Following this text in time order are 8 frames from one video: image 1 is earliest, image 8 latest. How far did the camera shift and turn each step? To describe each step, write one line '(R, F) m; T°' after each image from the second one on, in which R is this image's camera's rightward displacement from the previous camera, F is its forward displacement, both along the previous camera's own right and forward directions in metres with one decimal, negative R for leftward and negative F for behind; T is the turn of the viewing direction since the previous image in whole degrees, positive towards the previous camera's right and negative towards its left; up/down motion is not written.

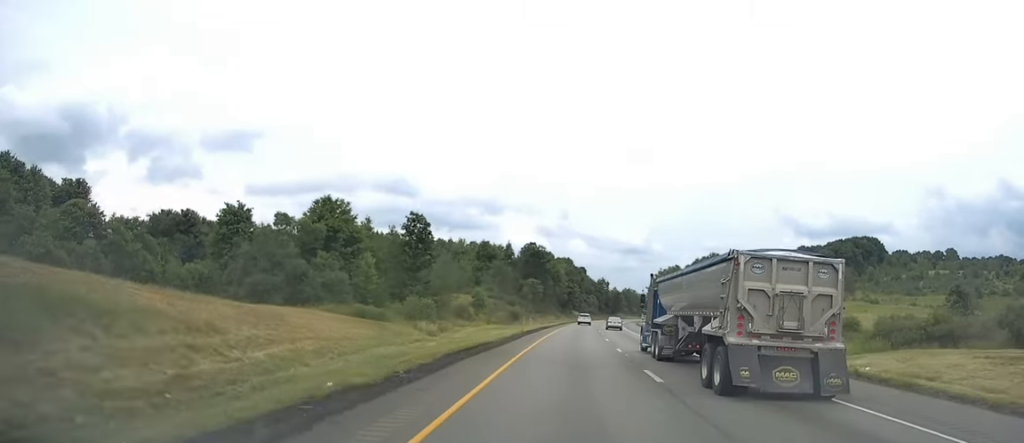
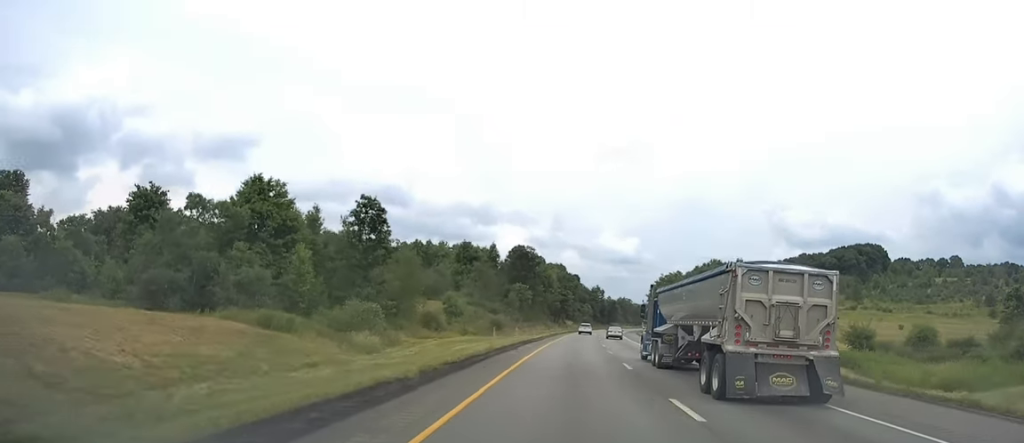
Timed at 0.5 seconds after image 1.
(+0.2, +17.1) m; +1°
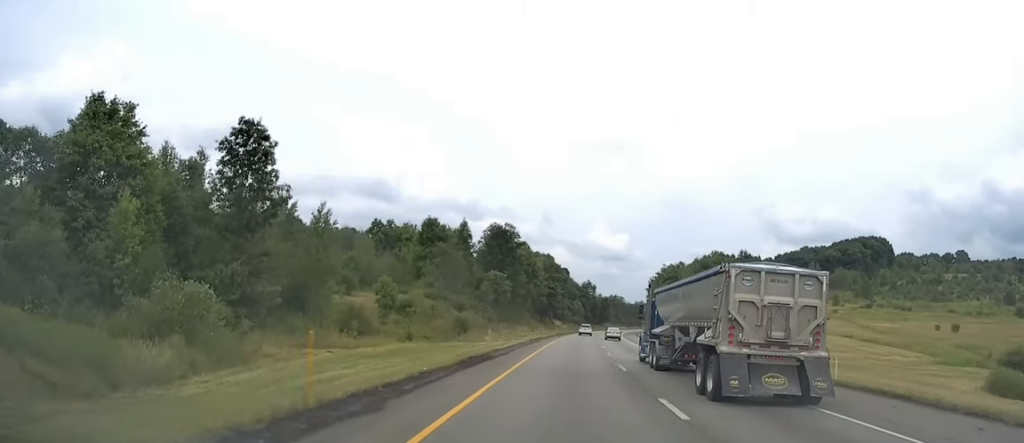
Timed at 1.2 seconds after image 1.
(+0.1, +23.0) m; +1°
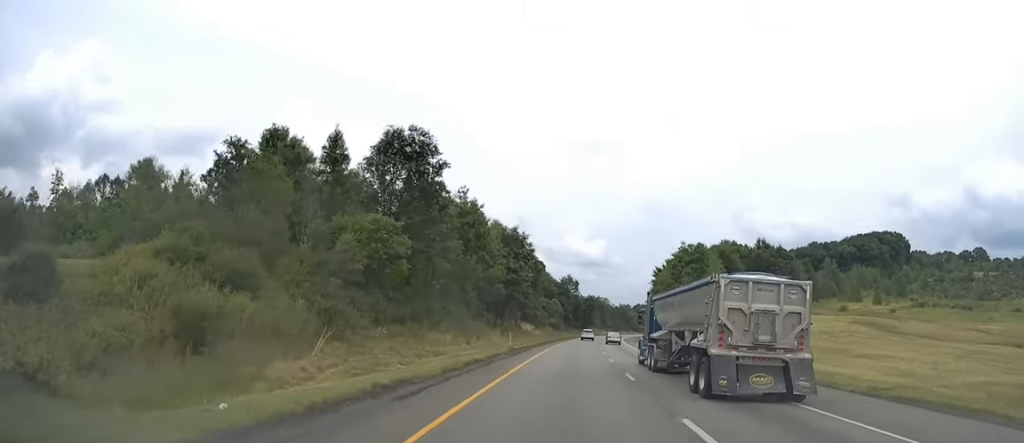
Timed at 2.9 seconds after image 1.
(+1.0, +52.0) m; +2°
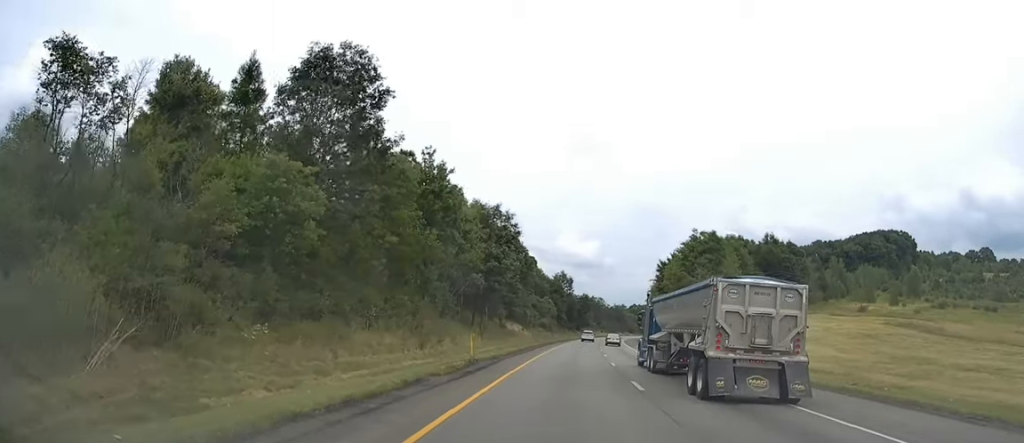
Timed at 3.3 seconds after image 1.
(+0.1, +15.1) m; 0°
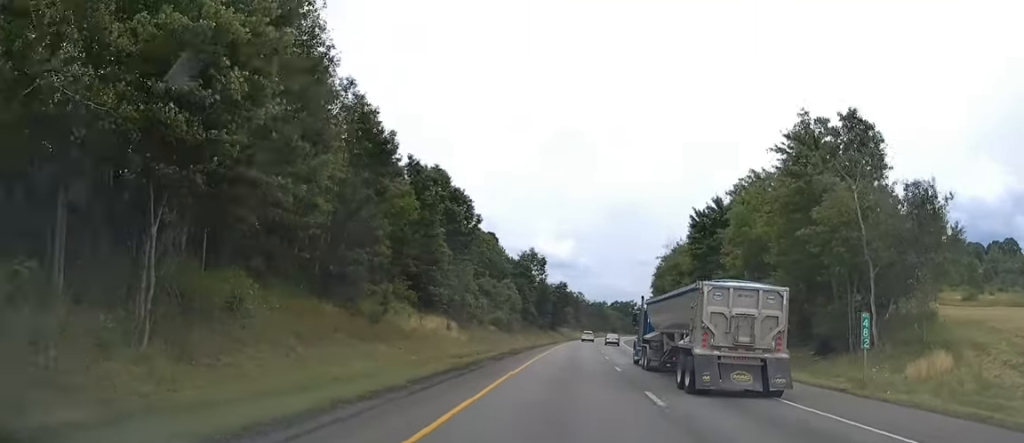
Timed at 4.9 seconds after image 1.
(+1.1, +52.6) m; +3°
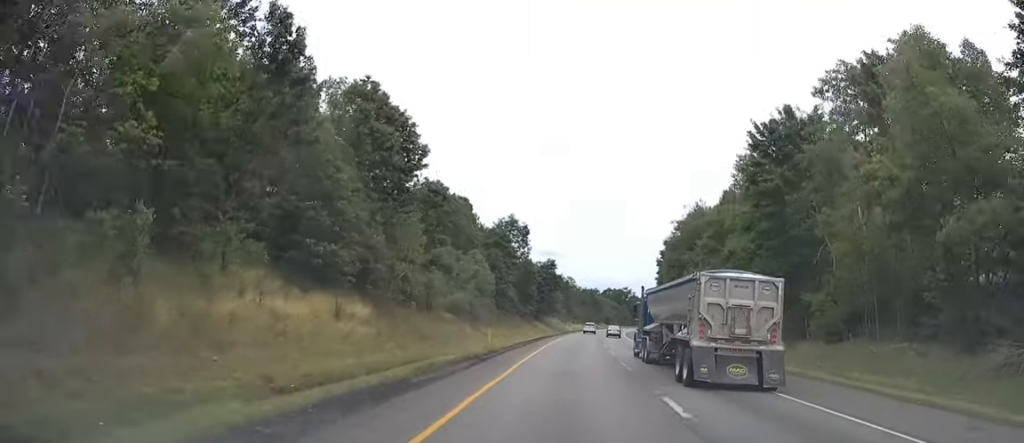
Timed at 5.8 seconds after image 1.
(+0.4, +27.6) m; +1°
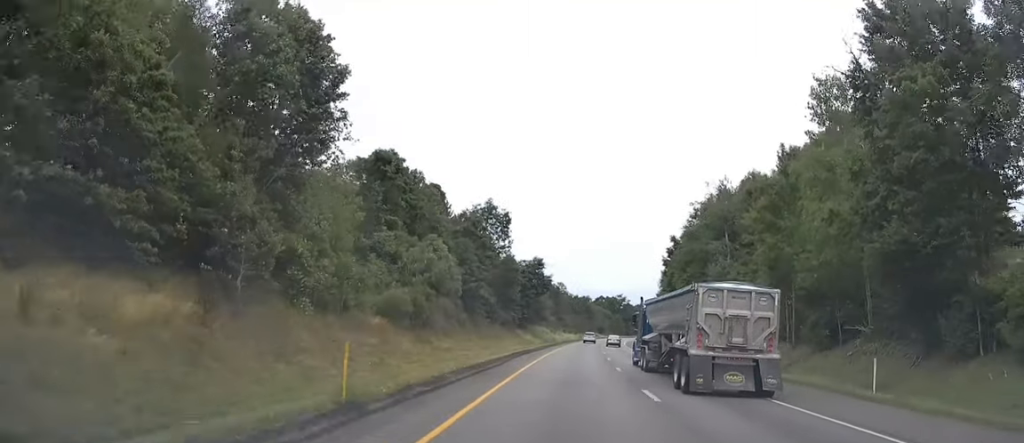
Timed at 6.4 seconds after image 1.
(0.0, +21.2) m; 0°
